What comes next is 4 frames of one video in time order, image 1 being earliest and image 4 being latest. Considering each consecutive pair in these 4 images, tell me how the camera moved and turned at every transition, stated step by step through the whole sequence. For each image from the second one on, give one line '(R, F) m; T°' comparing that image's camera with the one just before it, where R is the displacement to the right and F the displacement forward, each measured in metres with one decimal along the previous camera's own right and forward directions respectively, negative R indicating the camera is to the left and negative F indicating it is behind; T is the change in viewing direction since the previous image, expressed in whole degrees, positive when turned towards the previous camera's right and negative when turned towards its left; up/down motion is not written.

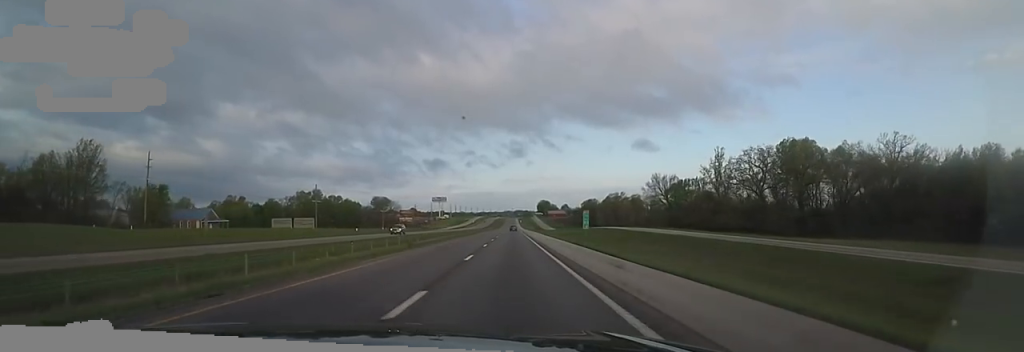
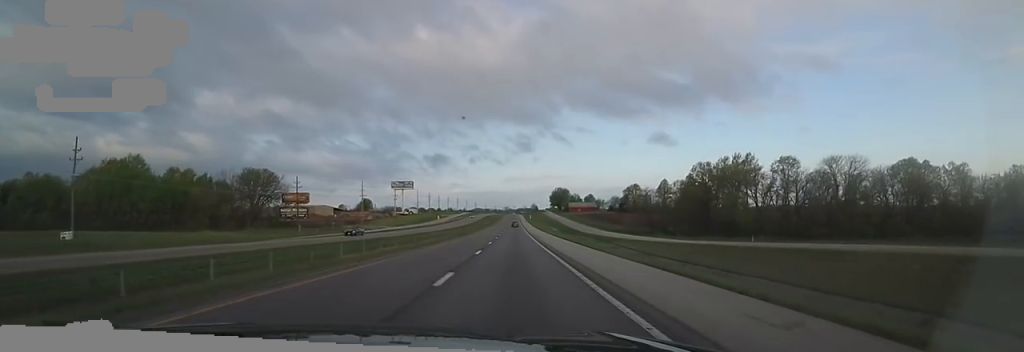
(+3.0, +166.6) m; +1°
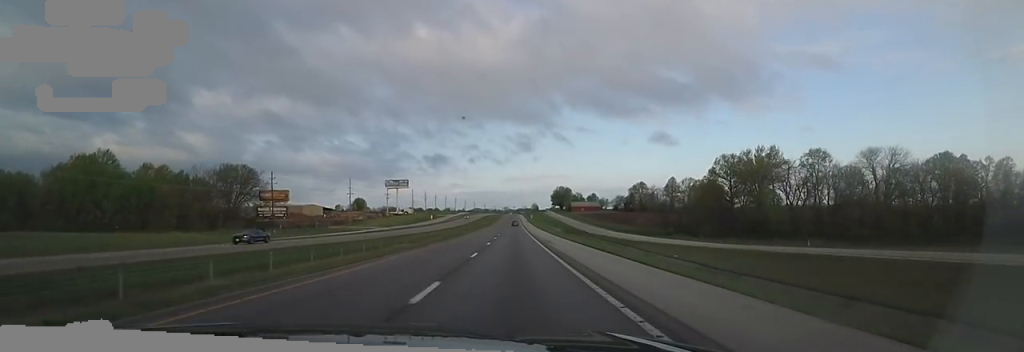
(+0.1, +14.3) m; +1°
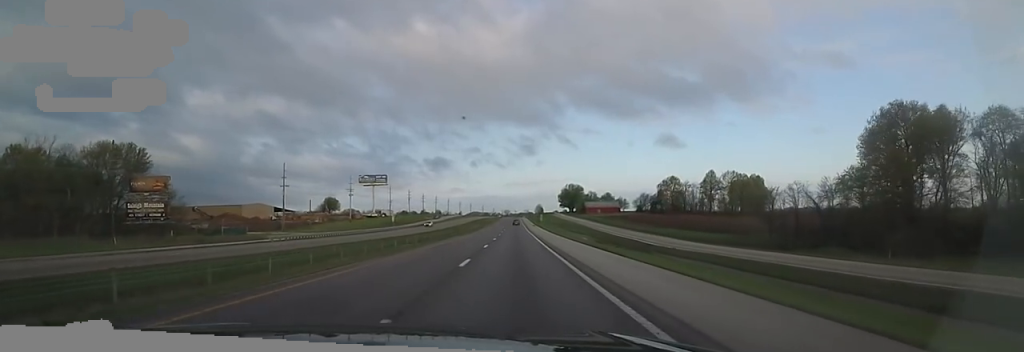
(+0.6, +51.8) m; -1°
